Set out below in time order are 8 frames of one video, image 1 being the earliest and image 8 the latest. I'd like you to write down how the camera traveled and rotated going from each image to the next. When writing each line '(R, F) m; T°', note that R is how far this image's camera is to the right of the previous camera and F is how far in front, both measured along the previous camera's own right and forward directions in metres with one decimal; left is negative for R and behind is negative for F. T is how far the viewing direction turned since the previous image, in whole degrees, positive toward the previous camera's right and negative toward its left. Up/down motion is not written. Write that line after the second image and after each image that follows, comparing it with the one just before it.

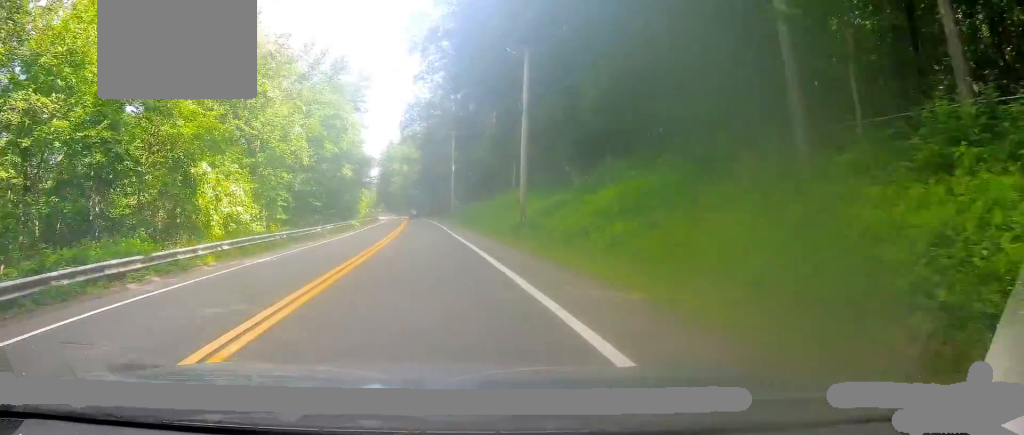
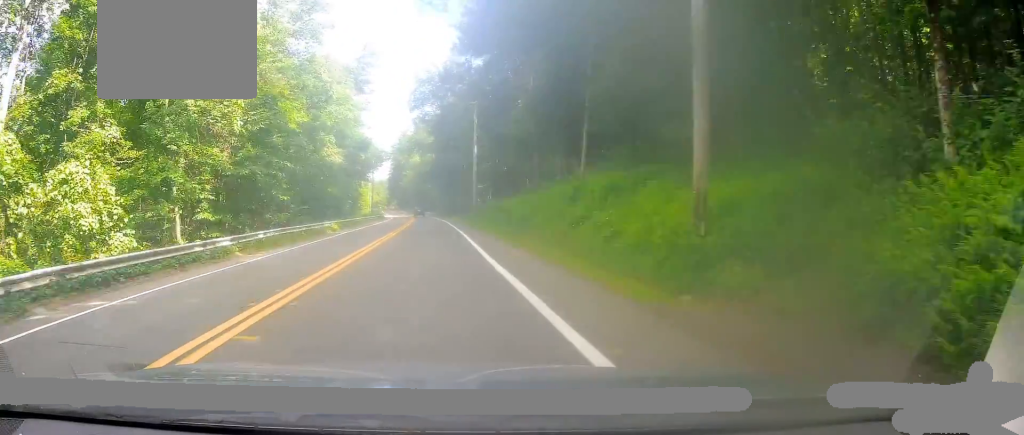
(-0.4, +20.8) m; -4°
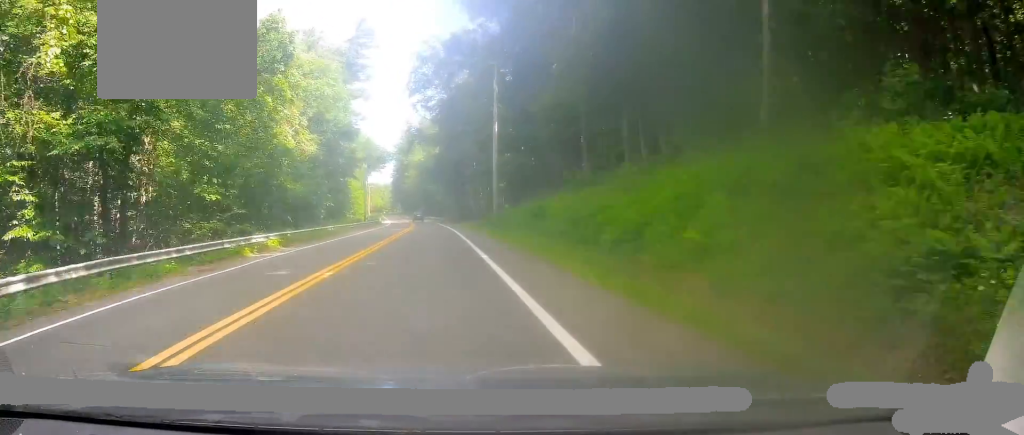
(-0.8, +17.2) m; -2°
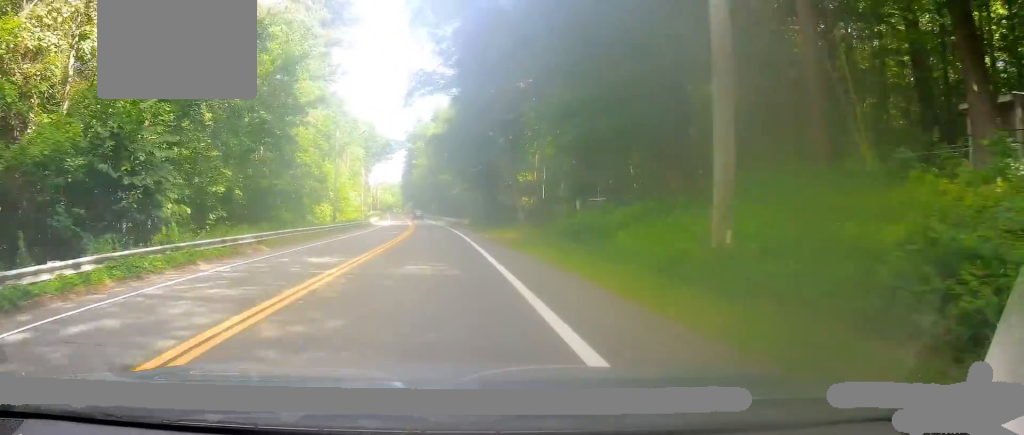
(-0.8, +32.7) m; -2°
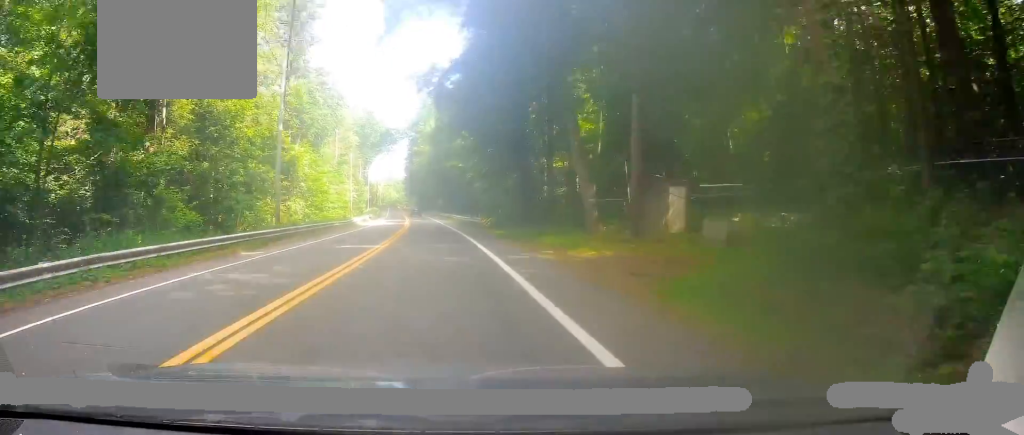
(-0.1, +19.6) m; 0°
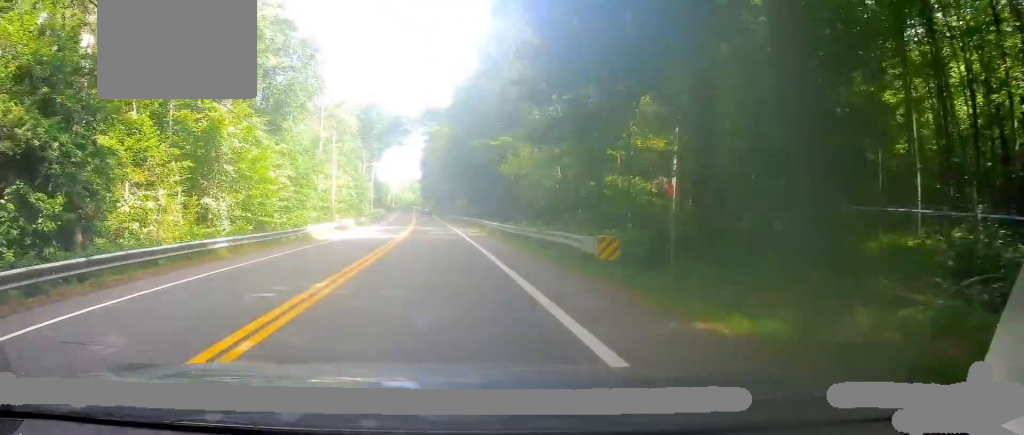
(0.0, +25.6) m; -2°
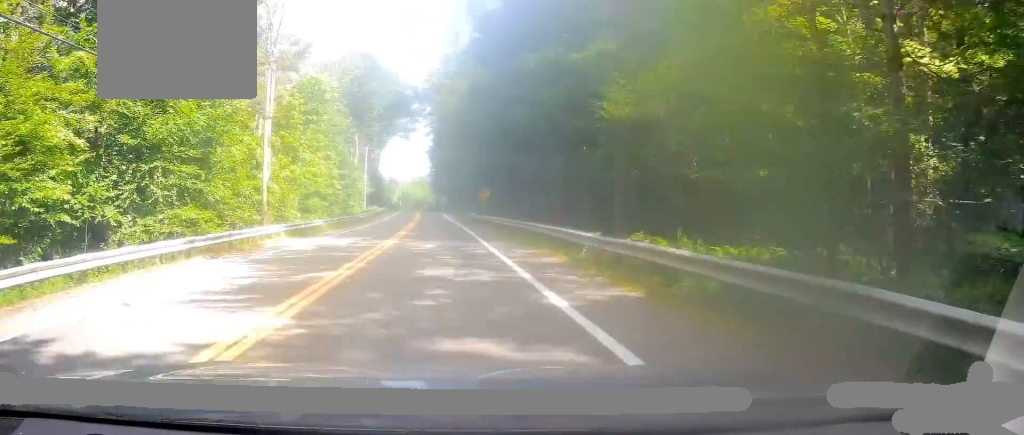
(-0.7, +26.4) m; -2°
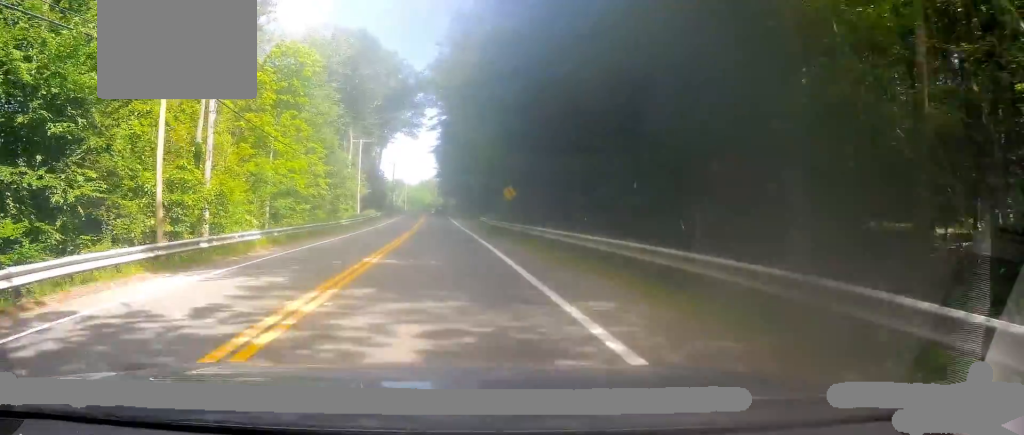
(0.0, +14.5) m; 0°
